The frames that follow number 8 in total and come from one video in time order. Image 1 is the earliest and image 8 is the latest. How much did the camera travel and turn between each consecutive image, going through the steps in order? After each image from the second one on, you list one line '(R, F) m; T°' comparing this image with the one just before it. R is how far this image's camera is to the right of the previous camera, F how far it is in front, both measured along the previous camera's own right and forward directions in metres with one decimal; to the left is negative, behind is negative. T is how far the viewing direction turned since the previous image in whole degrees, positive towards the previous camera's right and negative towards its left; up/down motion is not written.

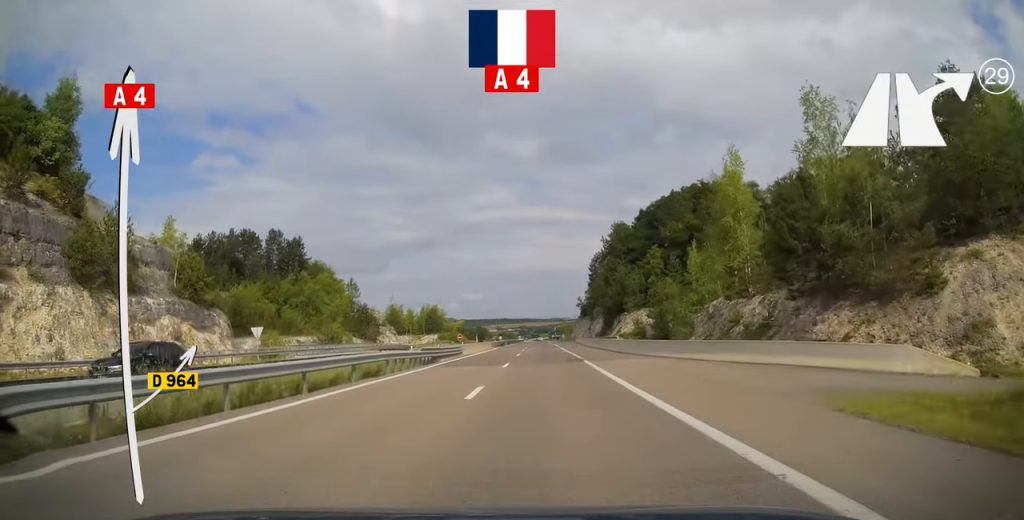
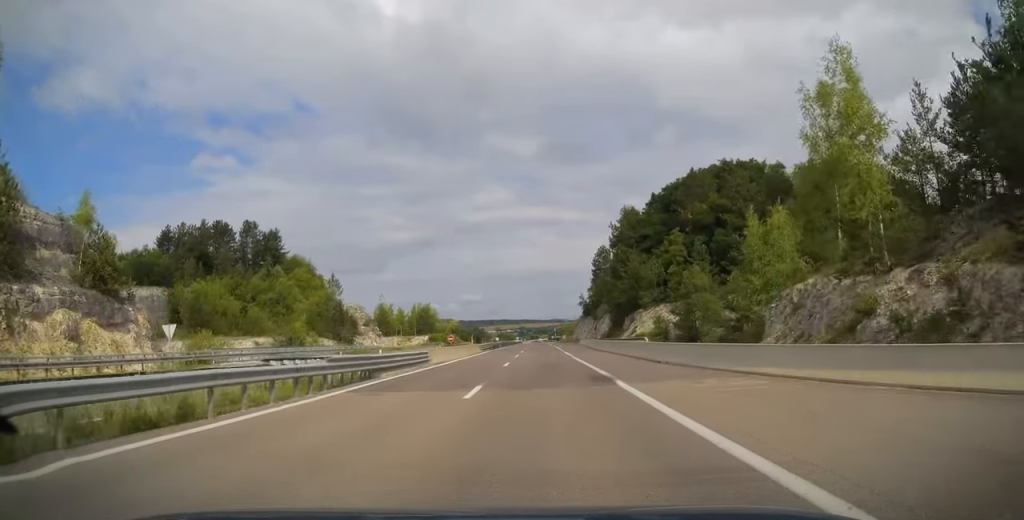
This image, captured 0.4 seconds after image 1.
(-0.2, +12.8) m; 0°
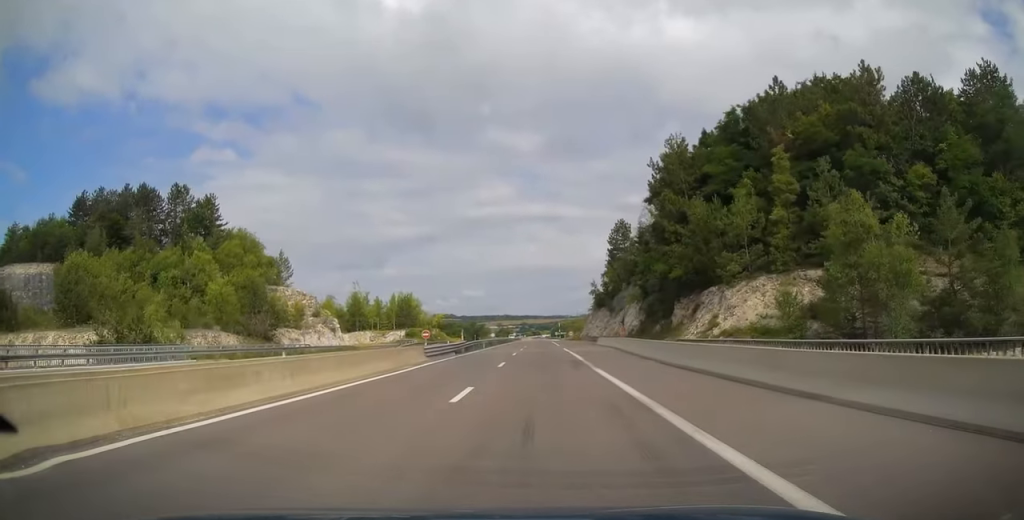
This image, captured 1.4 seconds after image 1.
(+0.3, +29.0) m; 0°
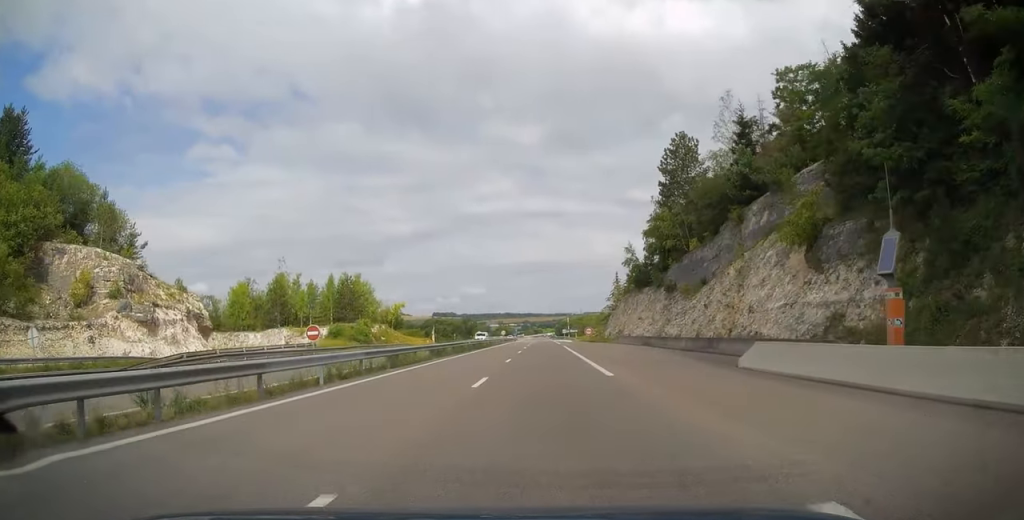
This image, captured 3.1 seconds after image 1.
(-0.7, +49.1) m; -1°
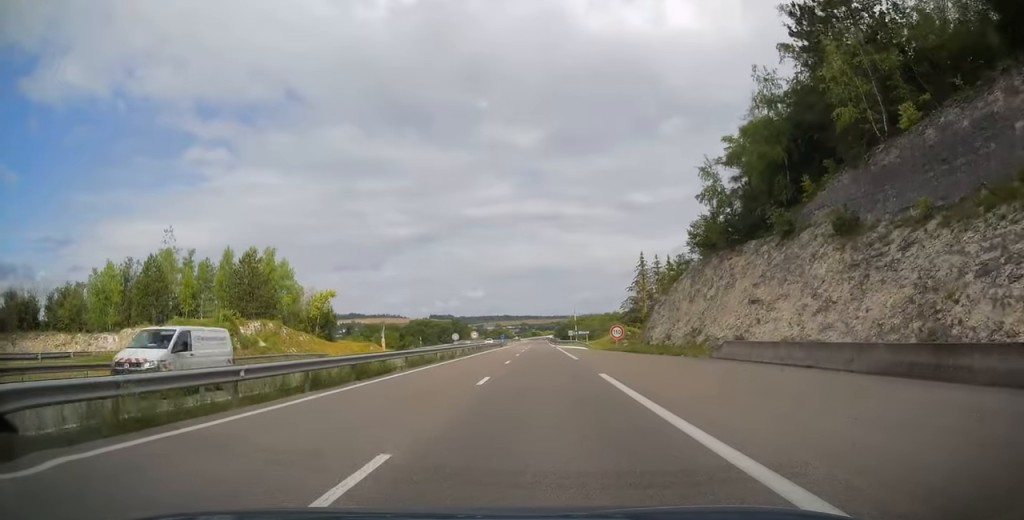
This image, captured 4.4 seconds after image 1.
(0.0, +37.8) m; 0°
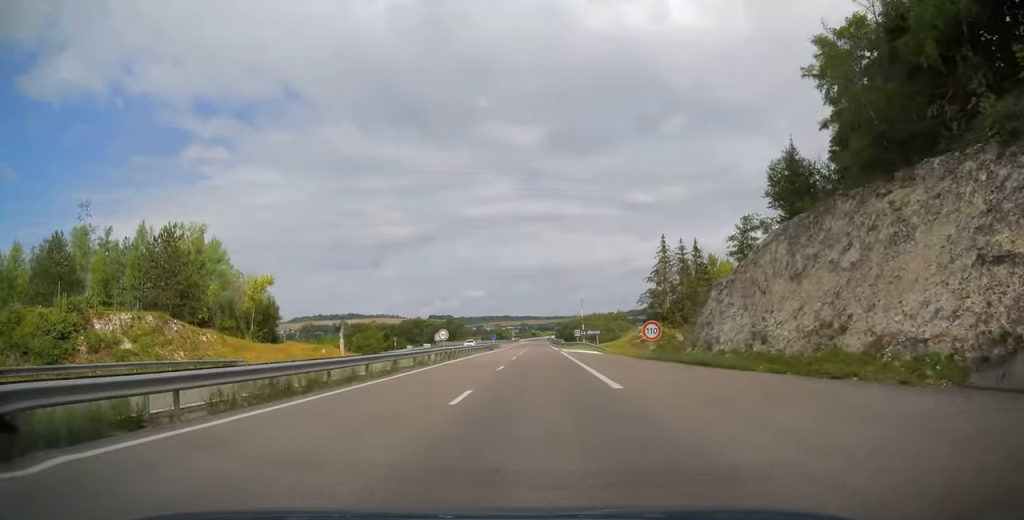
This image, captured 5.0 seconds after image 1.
(0.0, +18.2) m; 0°
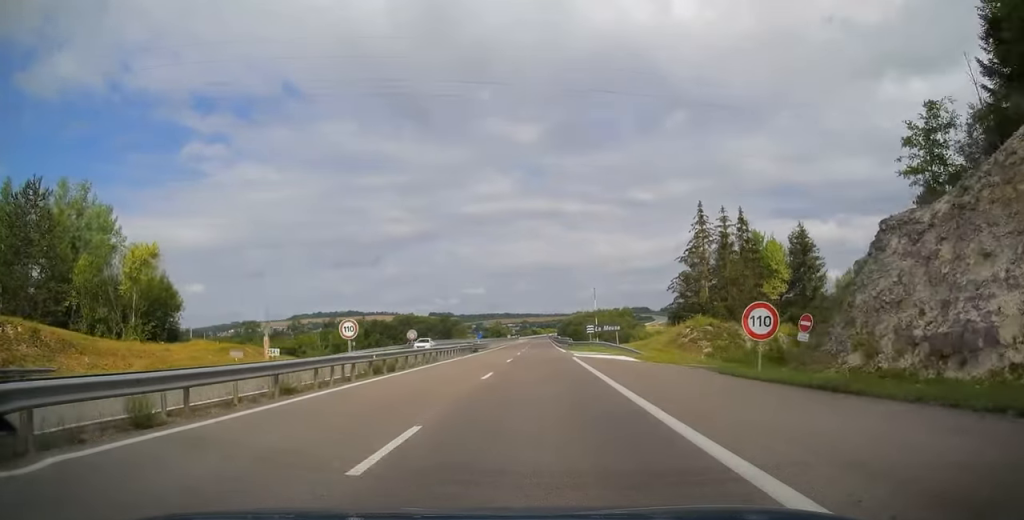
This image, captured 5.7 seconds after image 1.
(0.0, +19.7) m; 0°
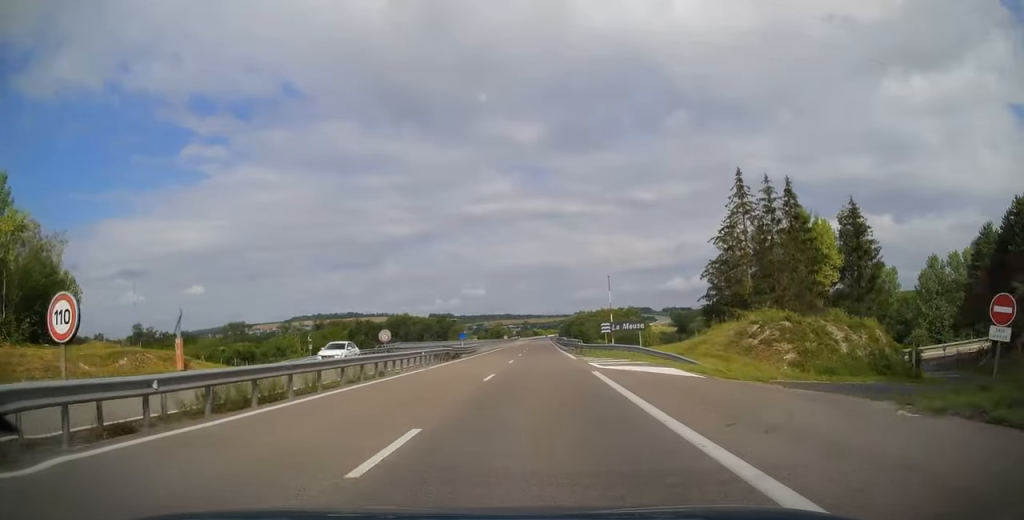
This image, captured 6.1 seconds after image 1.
(0.0, +13.3) m; 0°
